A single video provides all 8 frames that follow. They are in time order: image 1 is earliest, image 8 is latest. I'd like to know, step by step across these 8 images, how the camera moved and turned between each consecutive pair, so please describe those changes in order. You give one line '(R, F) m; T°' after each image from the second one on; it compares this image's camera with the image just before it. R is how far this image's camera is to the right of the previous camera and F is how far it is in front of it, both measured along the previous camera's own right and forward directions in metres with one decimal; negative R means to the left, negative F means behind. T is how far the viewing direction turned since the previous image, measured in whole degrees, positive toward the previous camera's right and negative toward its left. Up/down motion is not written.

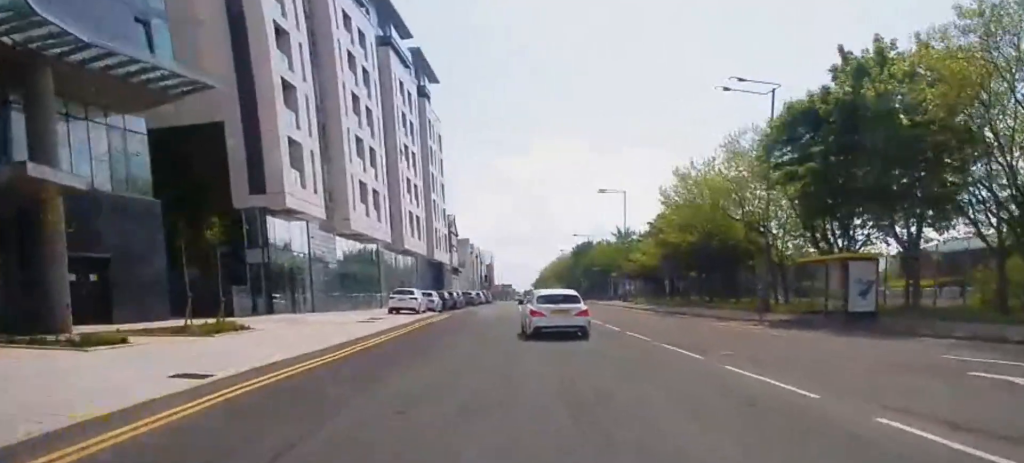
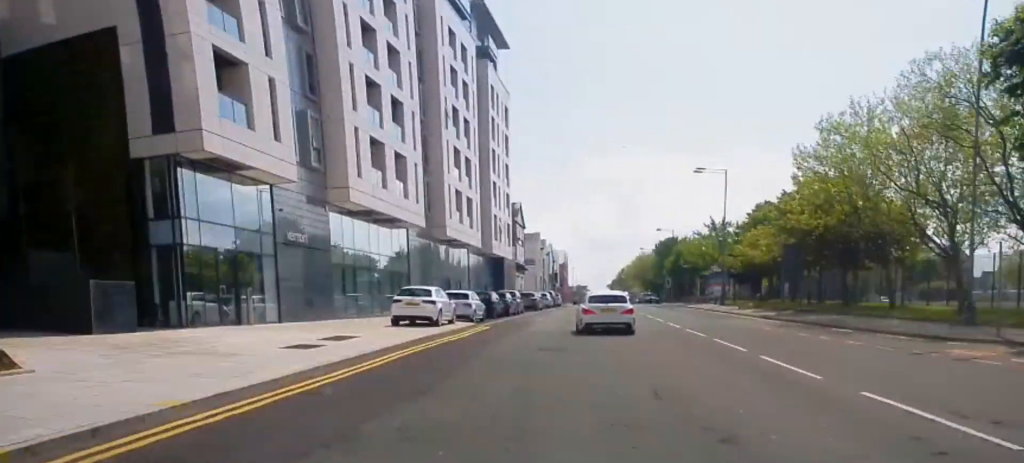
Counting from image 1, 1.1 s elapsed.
(-1.1, +14.9) m; -6°
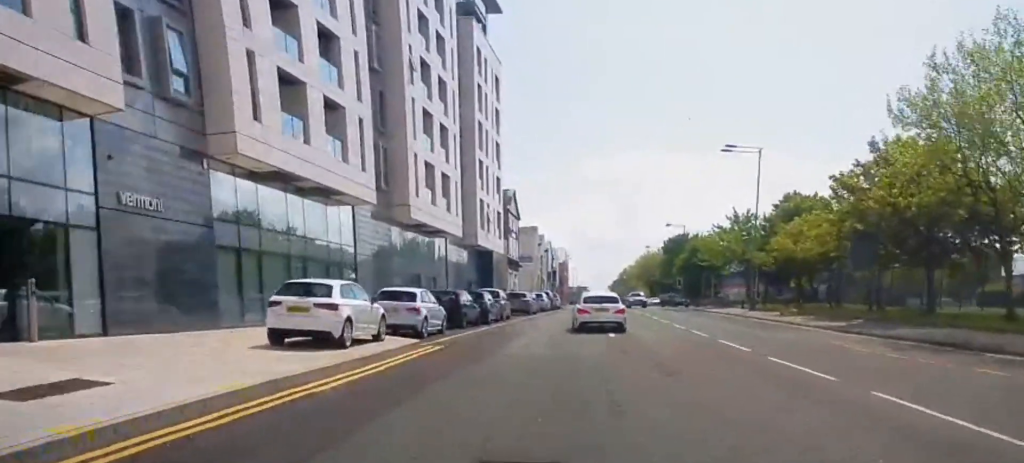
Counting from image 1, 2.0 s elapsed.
(-0.3, +12.0) m; -1°
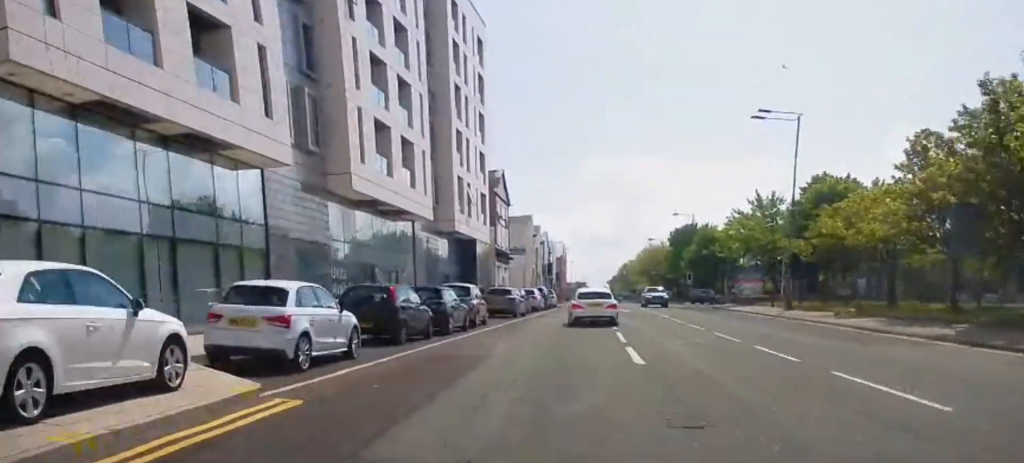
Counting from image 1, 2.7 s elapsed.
(0.0, +10.7) m; 0°
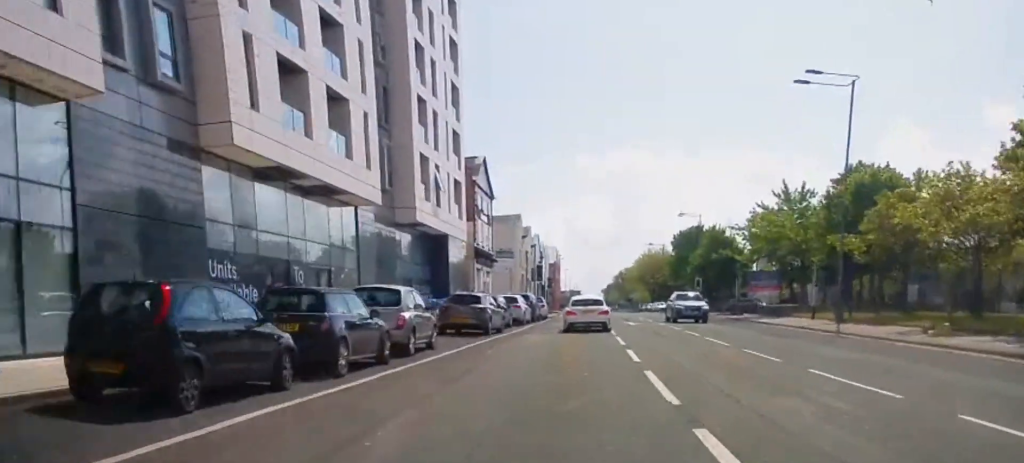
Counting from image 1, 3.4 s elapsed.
(0.0, +10.3) m; 0°
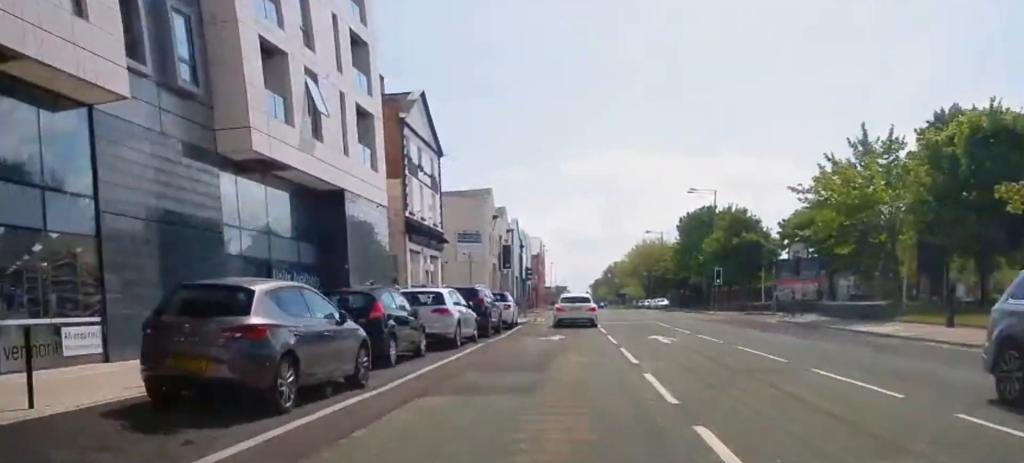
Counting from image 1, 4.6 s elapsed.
(0.0, +18.4) m; 0°
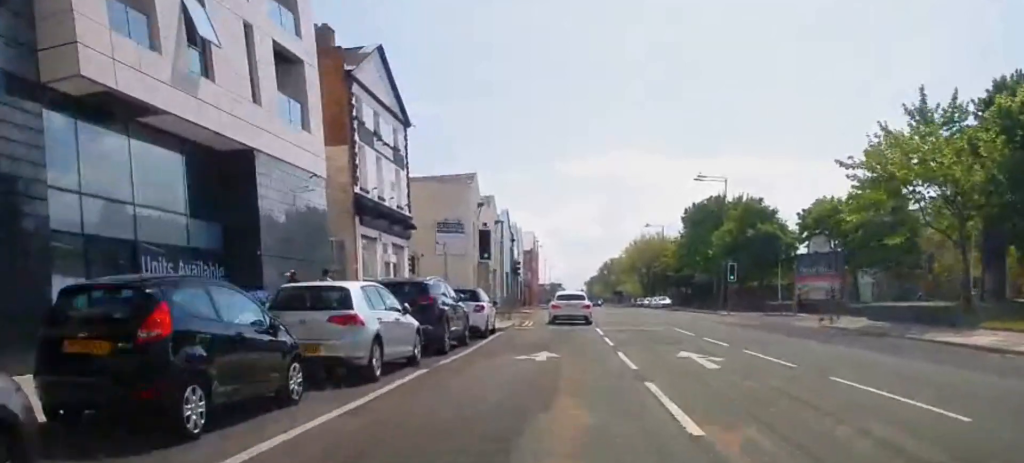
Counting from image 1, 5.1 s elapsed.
(0.0, +8.0) m; 0°
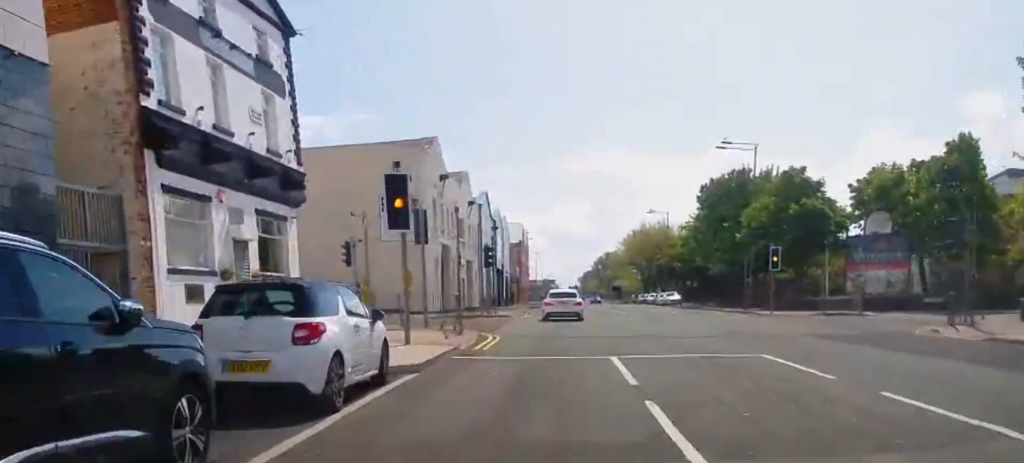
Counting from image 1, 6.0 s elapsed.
(+0.1, +14.0) m; 0°
